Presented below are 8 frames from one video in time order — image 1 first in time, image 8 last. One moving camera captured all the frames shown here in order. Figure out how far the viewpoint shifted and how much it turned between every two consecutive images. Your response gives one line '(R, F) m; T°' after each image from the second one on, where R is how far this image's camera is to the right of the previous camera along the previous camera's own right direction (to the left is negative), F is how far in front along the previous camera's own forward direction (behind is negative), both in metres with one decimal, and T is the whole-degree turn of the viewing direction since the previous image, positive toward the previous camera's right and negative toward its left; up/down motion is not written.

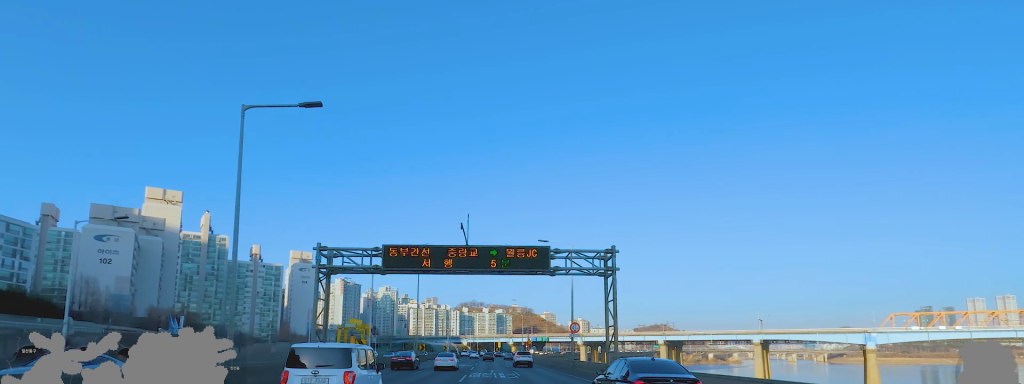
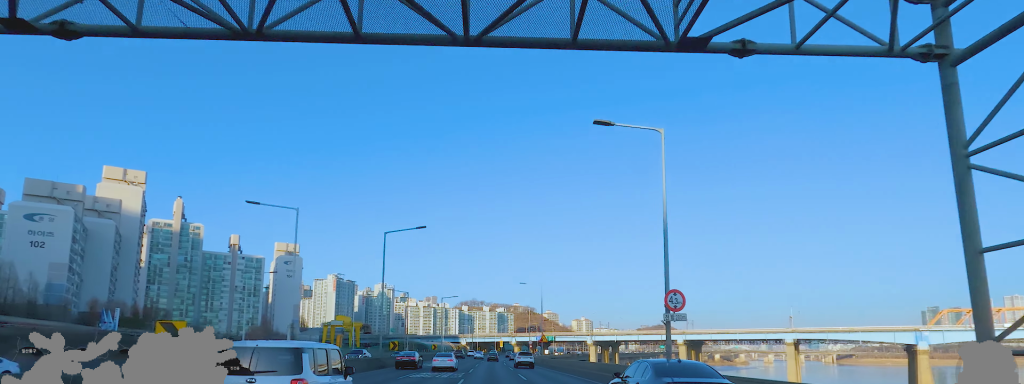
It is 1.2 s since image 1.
(0.0, +24.4) m; 0°
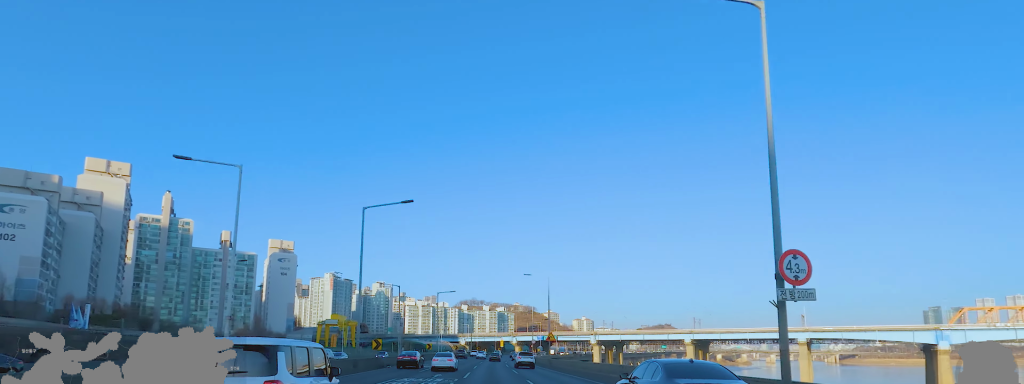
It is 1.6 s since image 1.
(0.0, +8.3) m; 0°
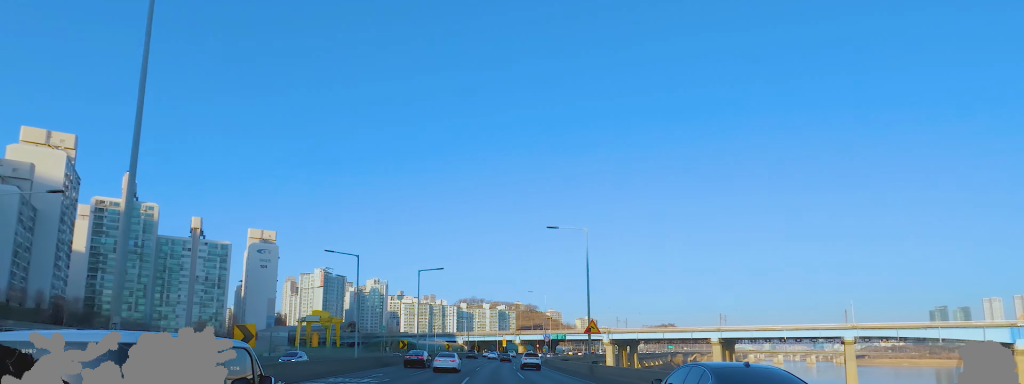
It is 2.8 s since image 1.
(0.0, +25.0) m; 0°
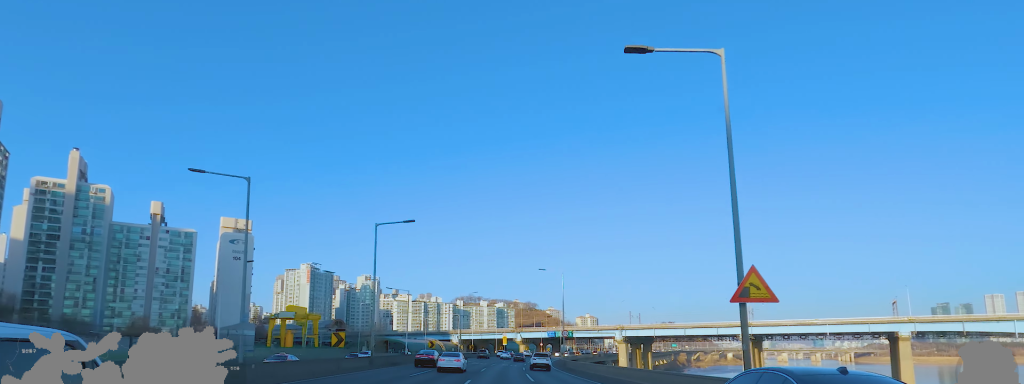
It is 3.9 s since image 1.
(0.0, +23.5) m; +2°
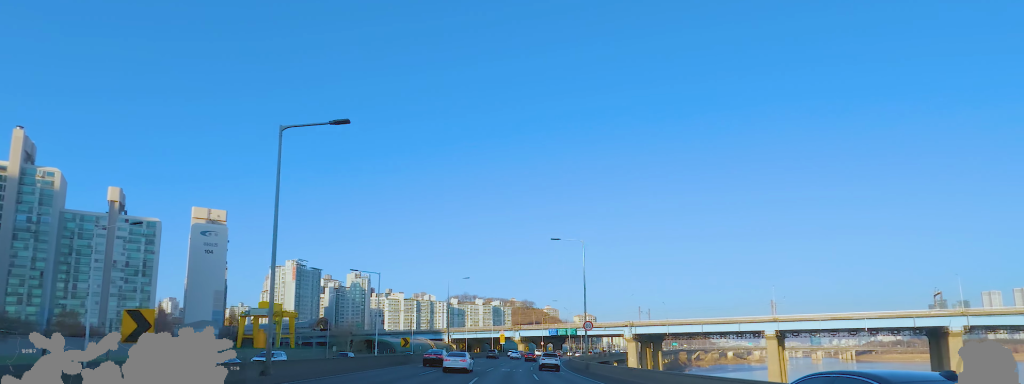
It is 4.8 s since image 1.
(+0.5, +17.7) m; +2°
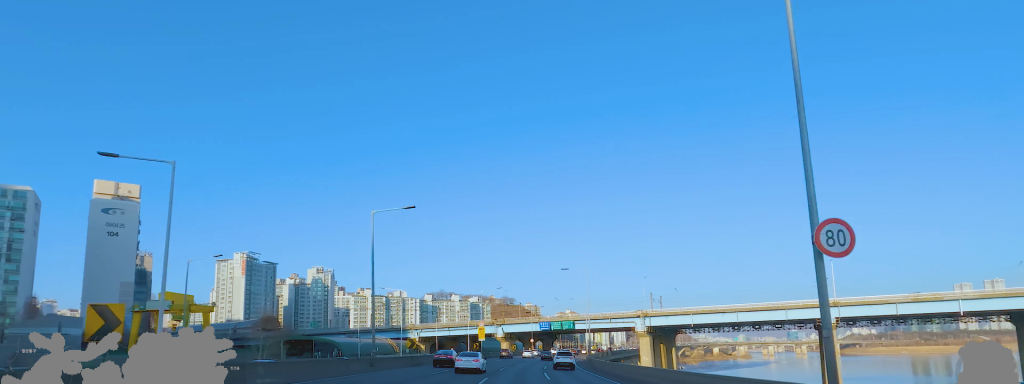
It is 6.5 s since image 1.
(-0.2, +36.5) m; 0°
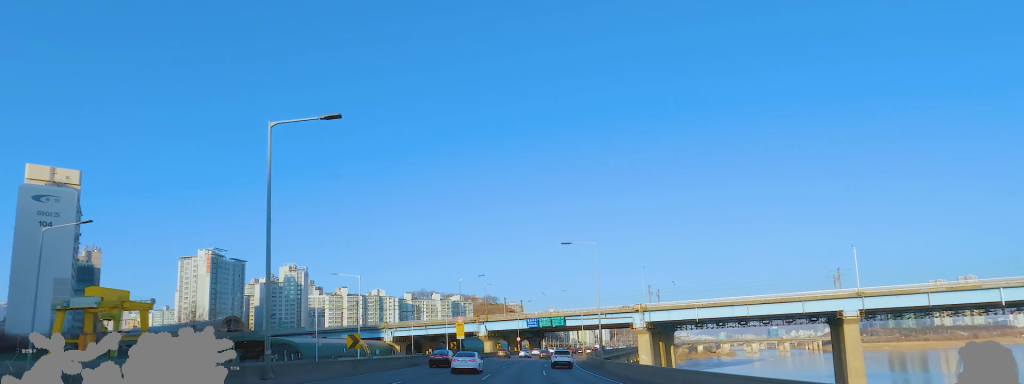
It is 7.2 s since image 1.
(-0.3, +14.4) m; +3°
